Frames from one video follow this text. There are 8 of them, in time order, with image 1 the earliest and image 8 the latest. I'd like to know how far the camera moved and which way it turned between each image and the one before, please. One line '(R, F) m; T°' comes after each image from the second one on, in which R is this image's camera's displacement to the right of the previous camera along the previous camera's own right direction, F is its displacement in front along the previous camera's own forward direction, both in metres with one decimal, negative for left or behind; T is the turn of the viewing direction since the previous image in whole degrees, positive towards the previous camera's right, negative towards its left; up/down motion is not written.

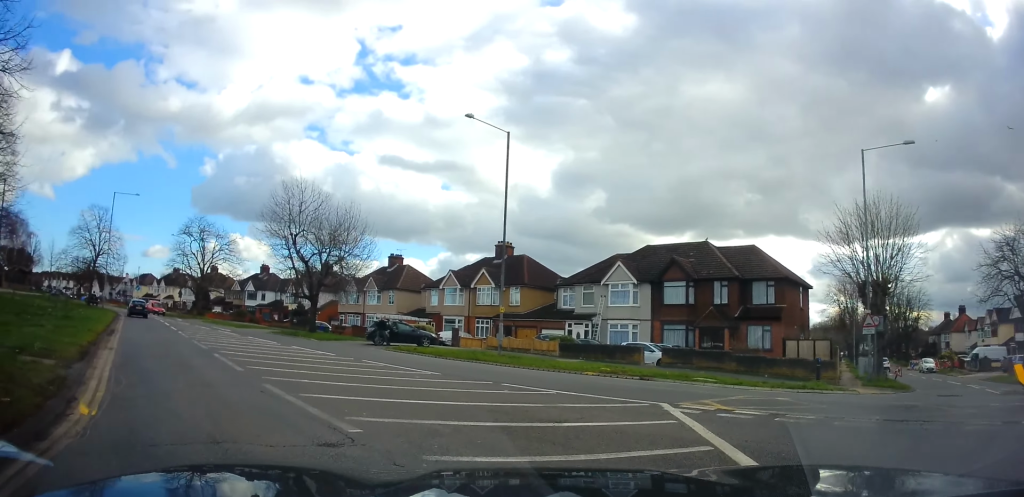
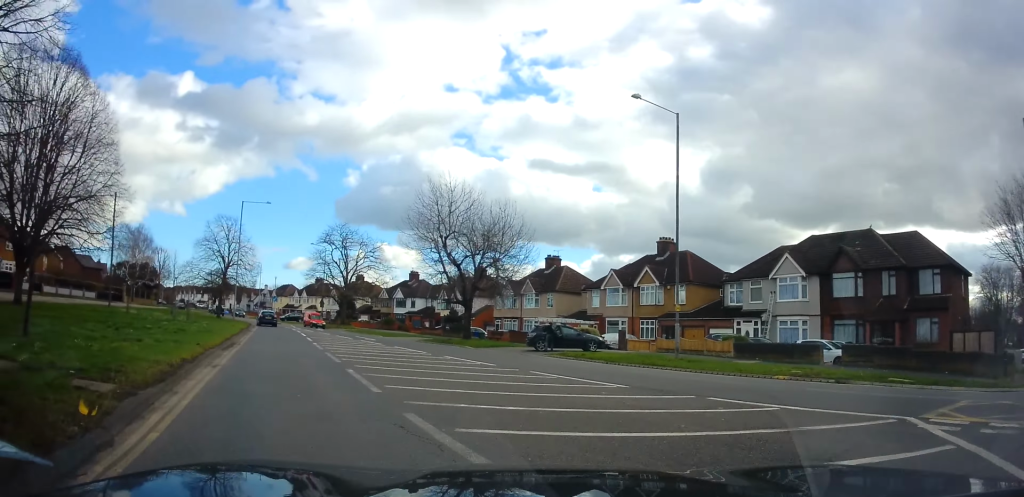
(-0.2, +2.2) m; -11°
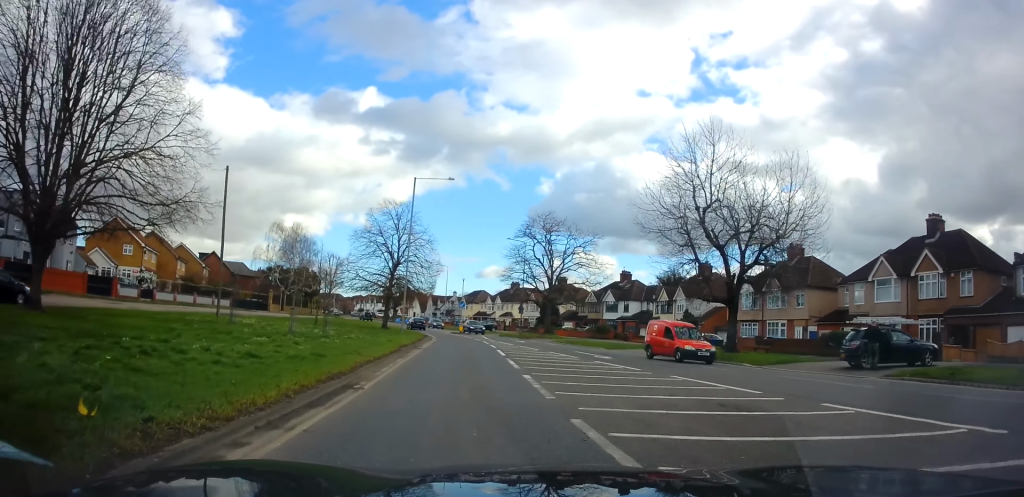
(-2.4, +11.1) m; -17°
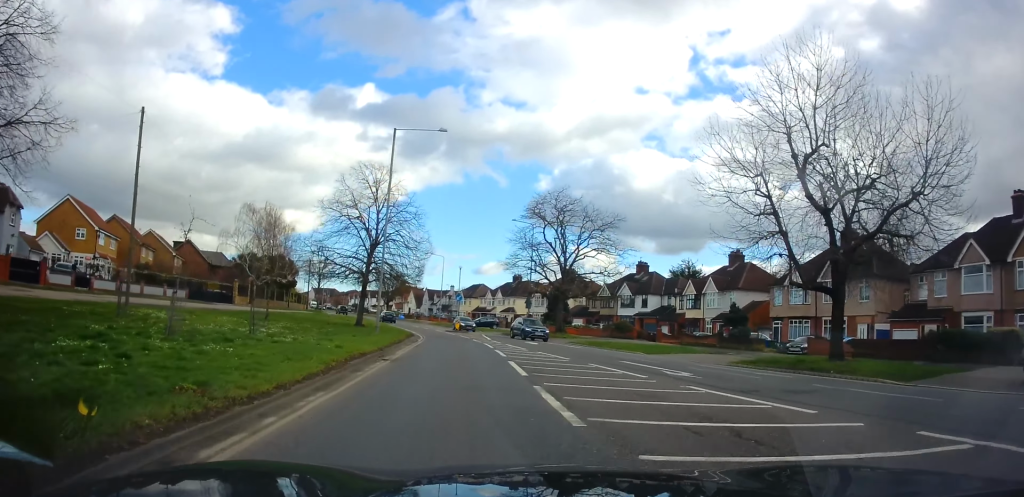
(-0.3, +8.6) m; 0°
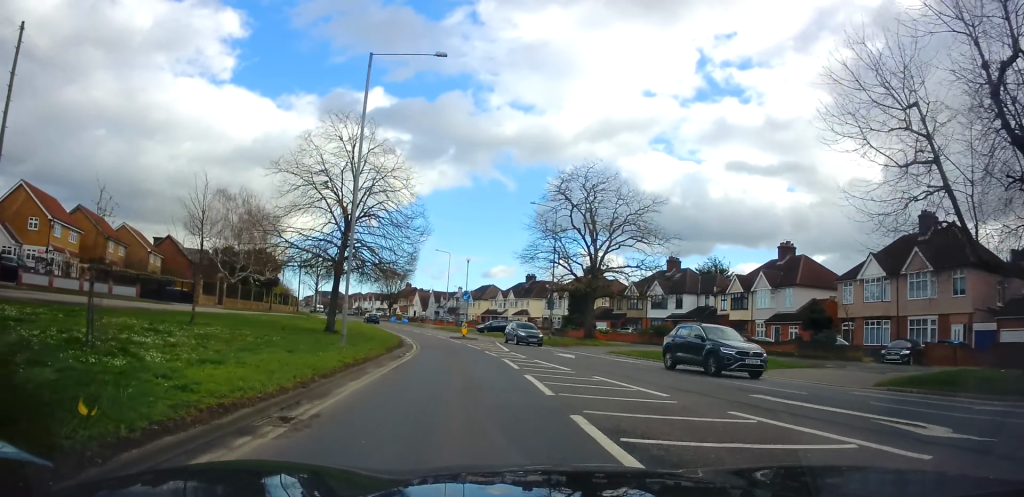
(+0.4, +8.6) m; +3°
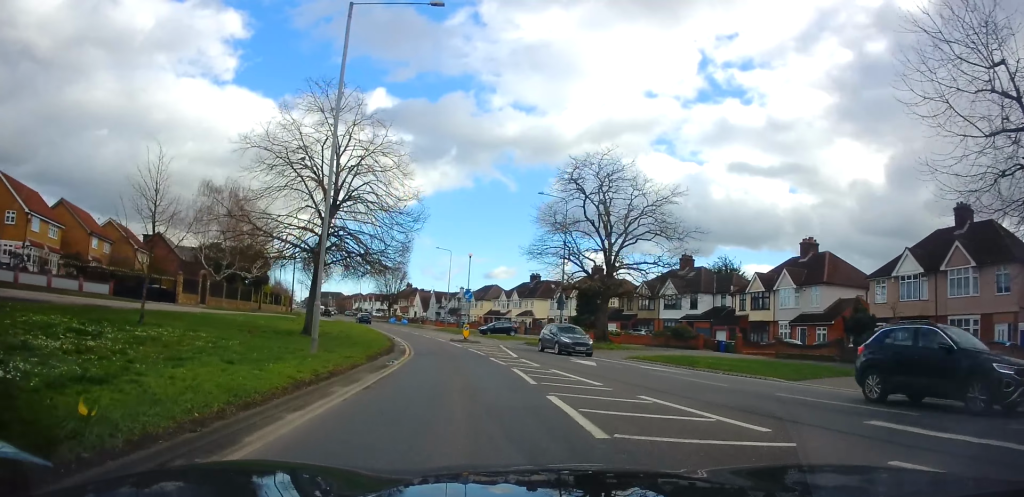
(0.0, +3.6) m; -2°
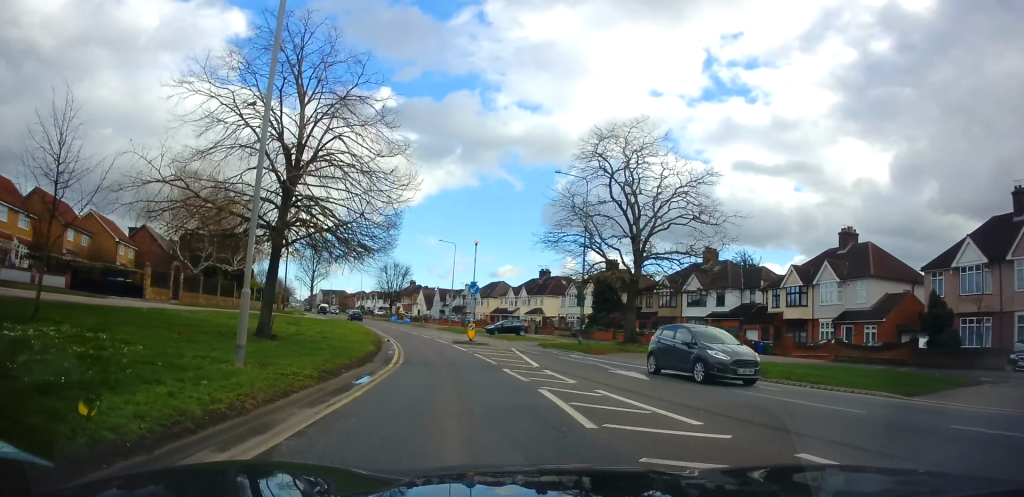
(+0.1, +5.1) m; -3°
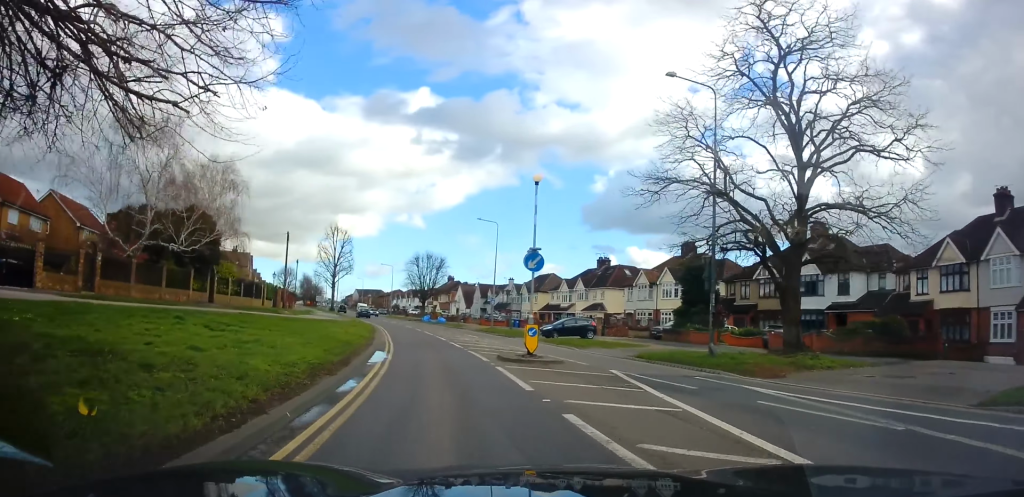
(-0.6, +13.5) m; -2°
